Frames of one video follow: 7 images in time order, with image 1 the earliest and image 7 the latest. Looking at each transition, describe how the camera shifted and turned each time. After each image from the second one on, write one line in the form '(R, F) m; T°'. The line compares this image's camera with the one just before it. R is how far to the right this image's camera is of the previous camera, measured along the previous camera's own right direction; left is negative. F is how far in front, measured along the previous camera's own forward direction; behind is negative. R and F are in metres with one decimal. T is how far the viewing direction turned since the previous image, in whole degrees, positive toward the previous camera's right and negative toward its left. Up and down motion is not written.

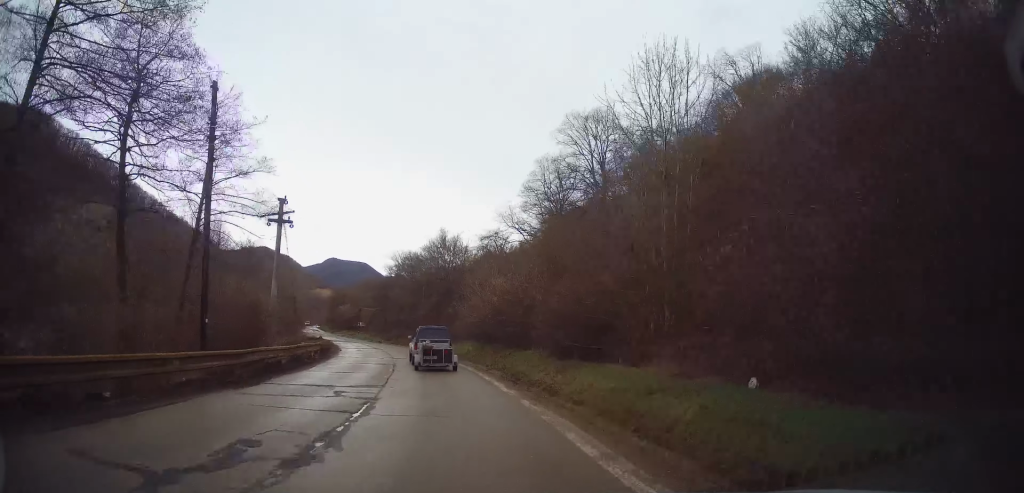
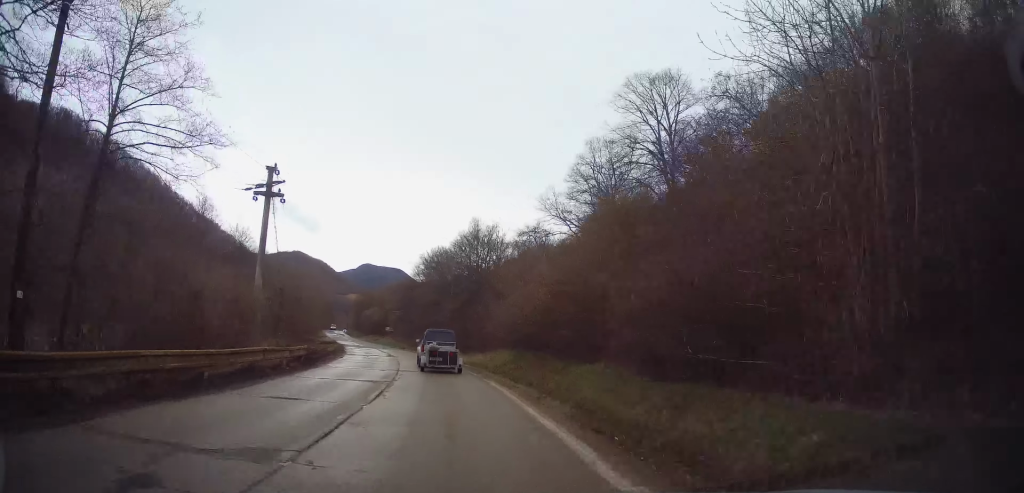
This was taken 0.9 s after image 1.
(0.0, +8.8) m; -1°
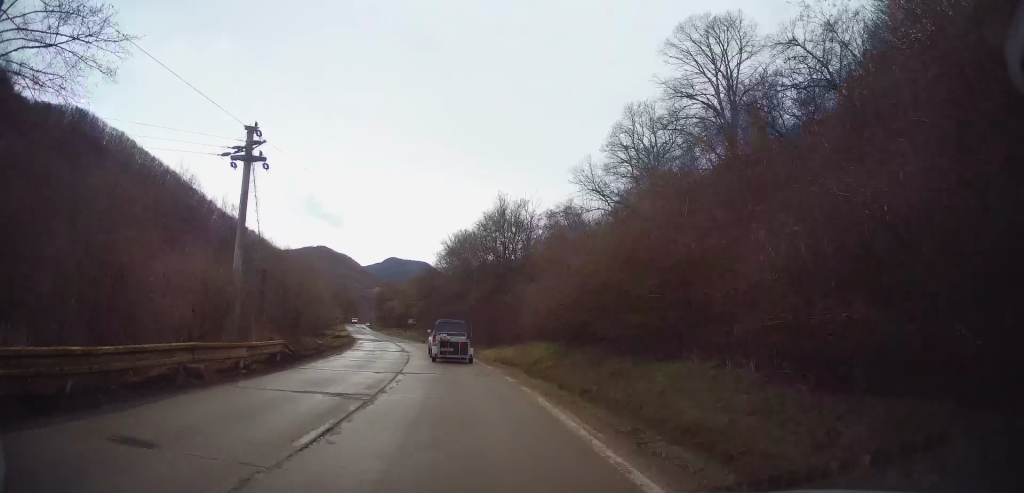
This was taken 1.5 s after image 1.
(0.0, +6.0) m; -3°
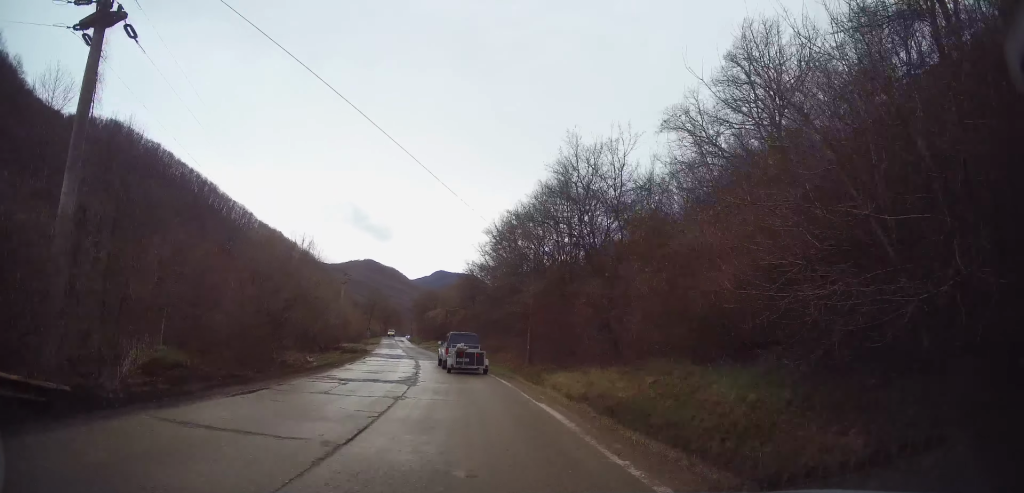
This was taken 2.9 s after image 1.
(-1.1, +14.8) m; -6°
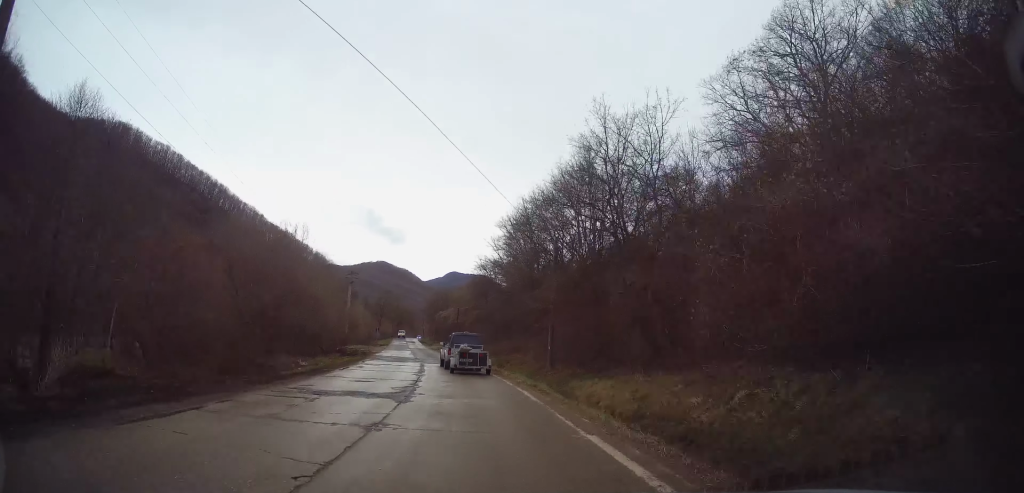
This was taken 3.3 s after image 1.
(+0.1, +4.1) m; -1°
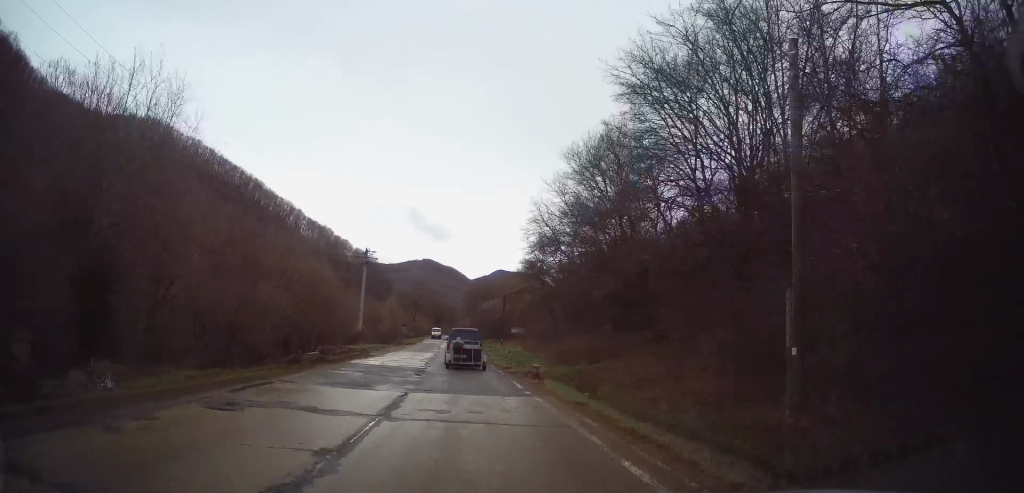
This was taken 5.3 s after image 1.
(-0.8, +20.2) m; -6°
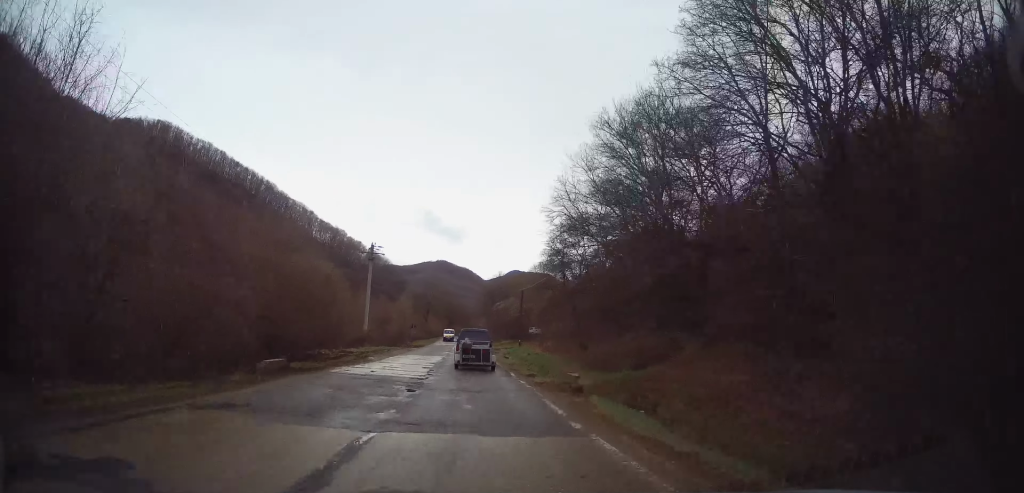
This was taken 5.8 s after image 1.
(-0.2, +5.2) m; 0°
